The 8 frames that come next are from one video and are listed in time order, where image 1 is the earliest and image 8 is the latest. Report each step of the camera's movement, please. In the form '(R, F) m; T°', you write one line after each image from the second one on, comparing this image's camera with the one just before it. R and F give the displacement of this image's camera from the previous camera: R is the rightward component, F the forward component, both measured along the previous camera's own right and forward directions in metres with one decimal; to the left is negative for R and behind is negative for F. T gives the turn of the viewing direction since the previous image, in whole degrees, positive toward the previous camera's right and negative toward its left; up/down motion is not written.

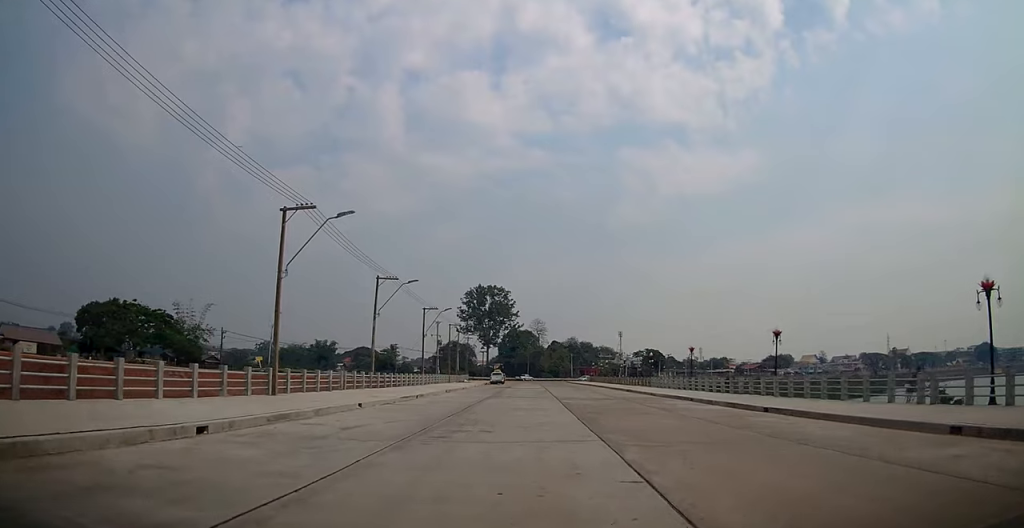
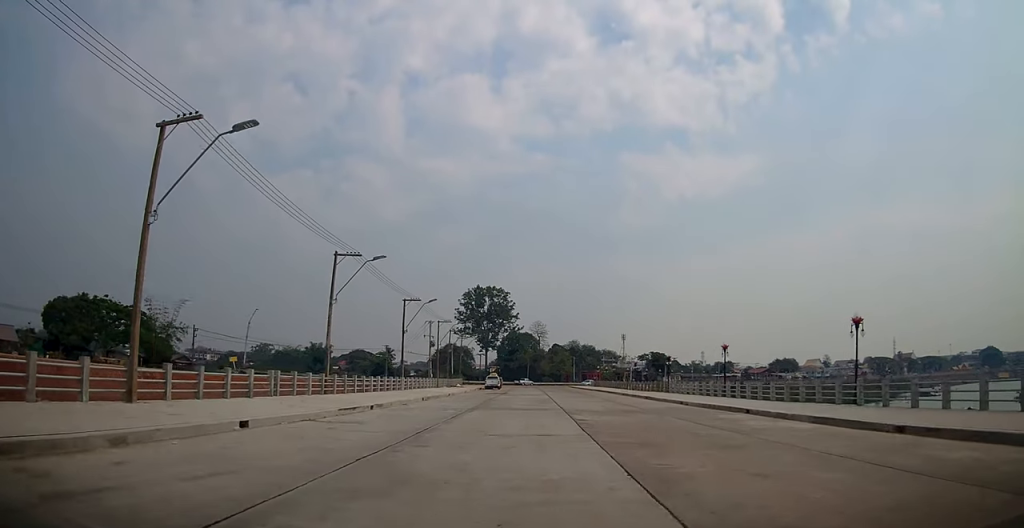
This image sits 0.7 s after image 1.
(+0.3, +8.3) m; +2°
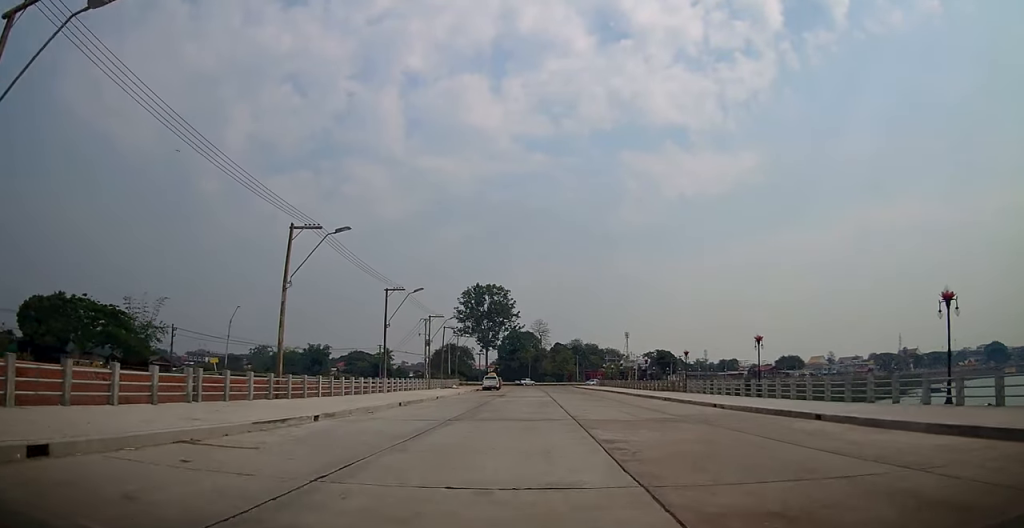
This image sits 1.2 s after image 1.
(+0.1, +5.8) m; -2°
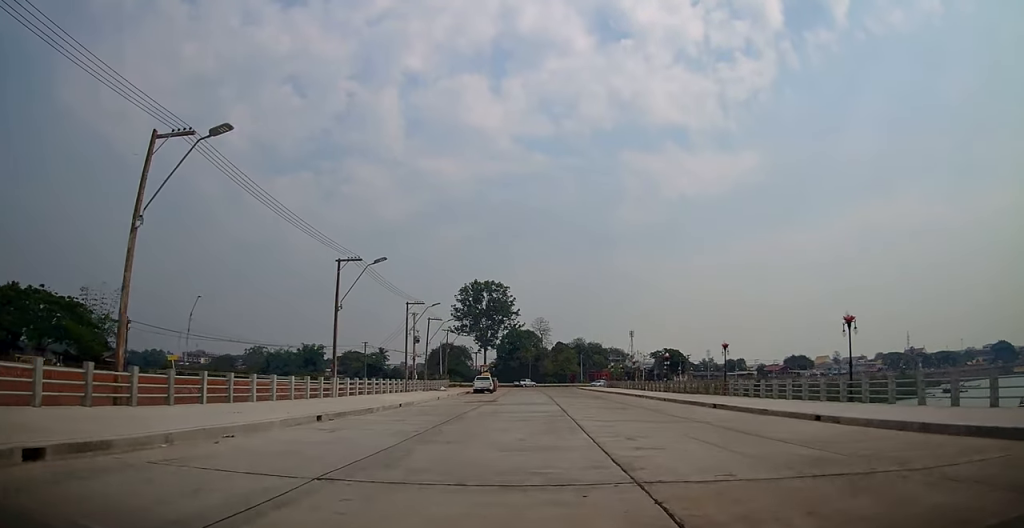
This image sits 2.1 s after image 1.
(-0.3, +10.0) m; -1°
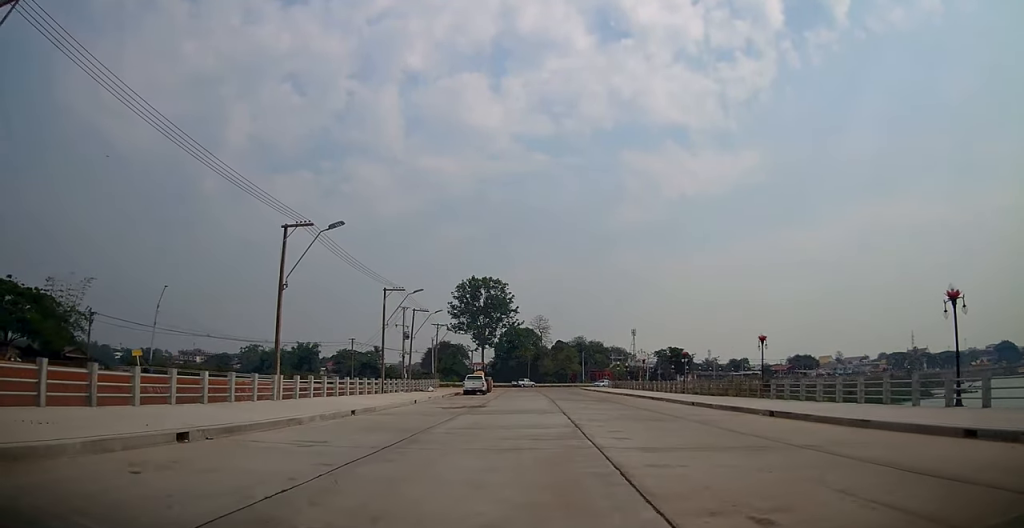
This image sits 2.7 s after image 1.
(-0.3, +6.7) m; 0°
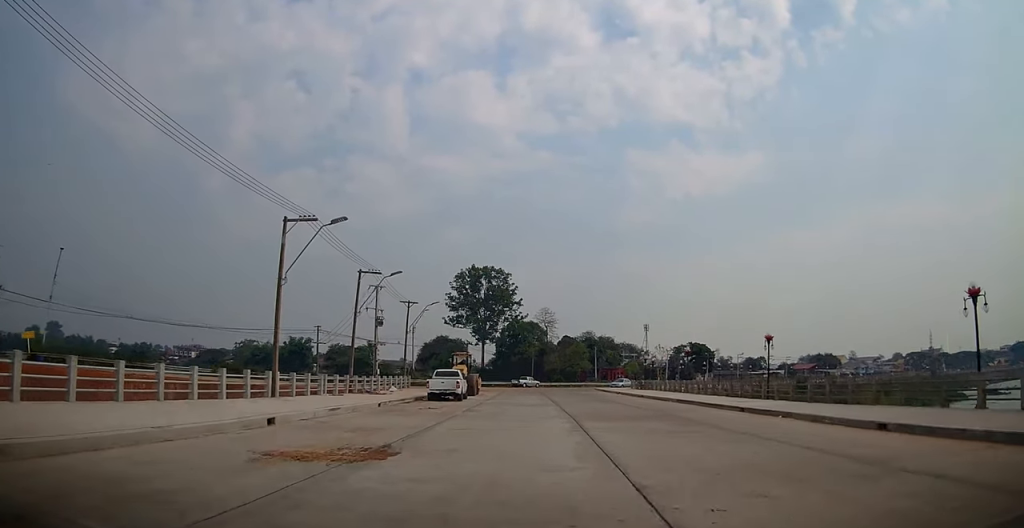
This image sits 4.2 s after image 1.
(+0.1, +17.3) m; 0°
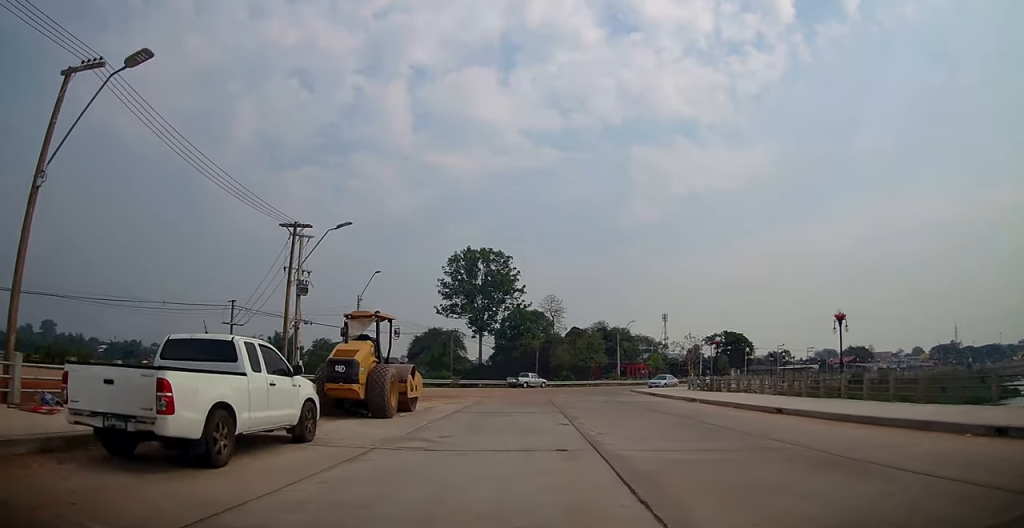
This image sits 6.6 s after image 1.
(+0.1, +24.1) m; -2°
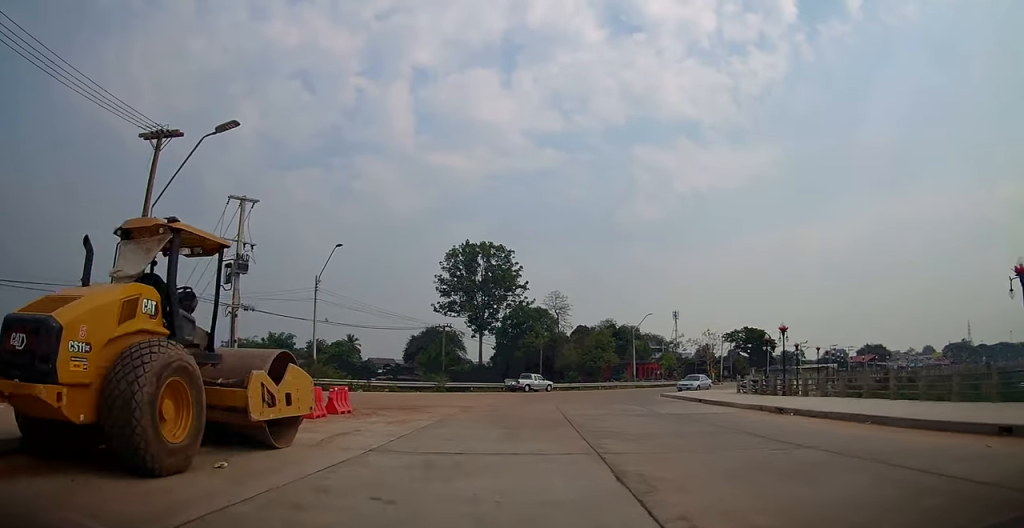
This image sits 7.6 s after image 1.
(0.0, +10.4) m; +1°
